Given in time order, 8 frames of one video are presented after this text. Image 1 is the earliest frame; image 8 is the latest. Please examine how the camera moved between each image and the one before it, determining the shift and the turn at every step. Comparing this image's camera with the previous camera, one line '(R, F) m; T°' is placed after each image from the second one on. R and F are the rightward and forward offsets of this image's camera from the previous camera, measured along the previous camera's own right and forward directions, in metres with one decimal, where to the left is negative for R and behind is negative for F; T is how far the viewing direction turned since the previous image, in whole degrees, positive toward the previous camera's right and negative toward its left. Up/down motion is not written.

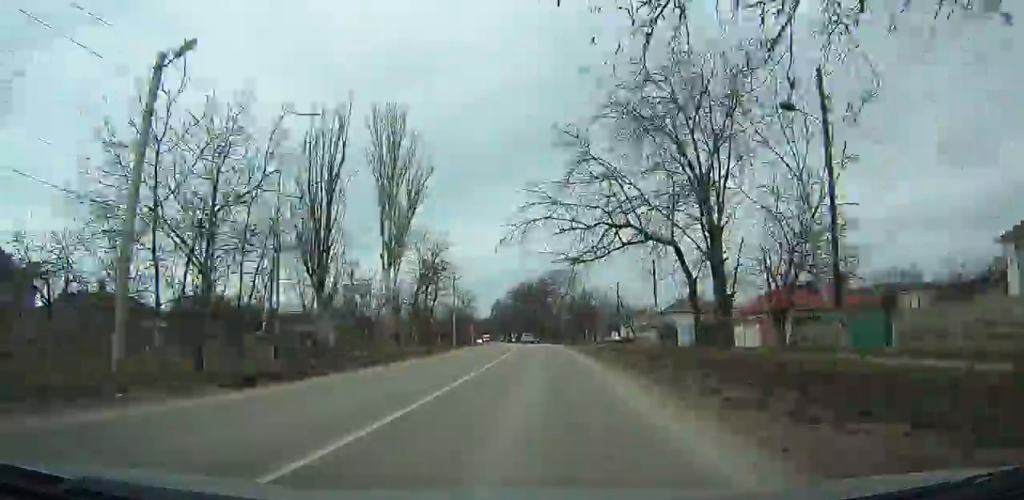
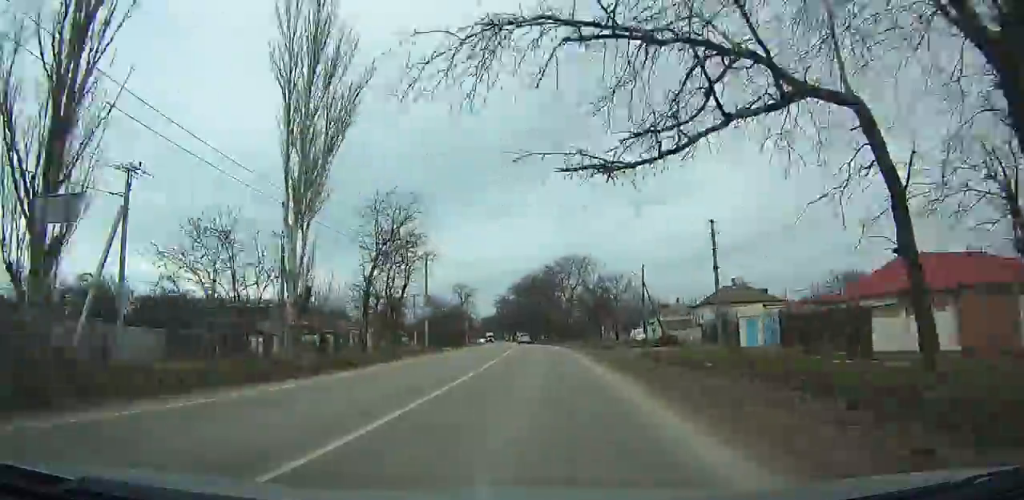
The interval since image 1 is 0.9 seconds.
(-0.2, +17.8) m; -1°
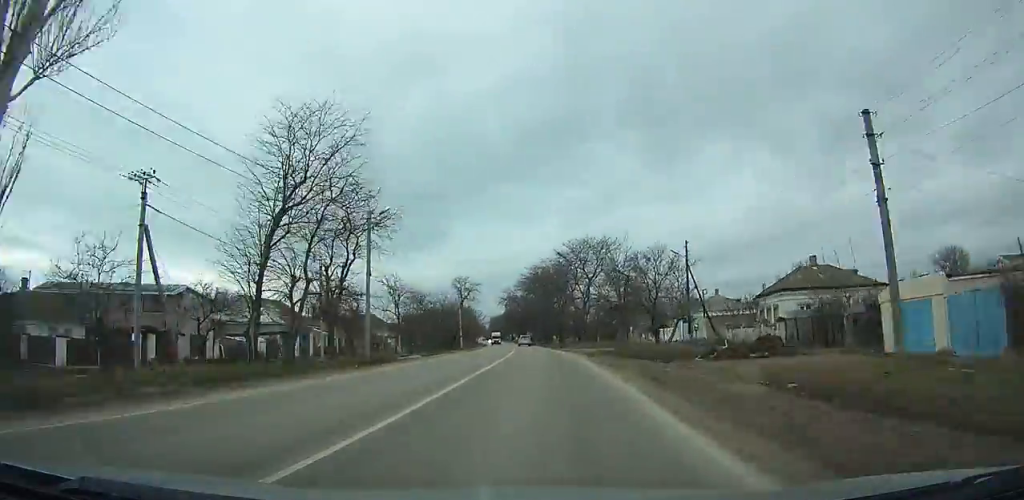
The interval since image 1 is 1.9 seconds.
(-0.3, +17.6) m; -1°
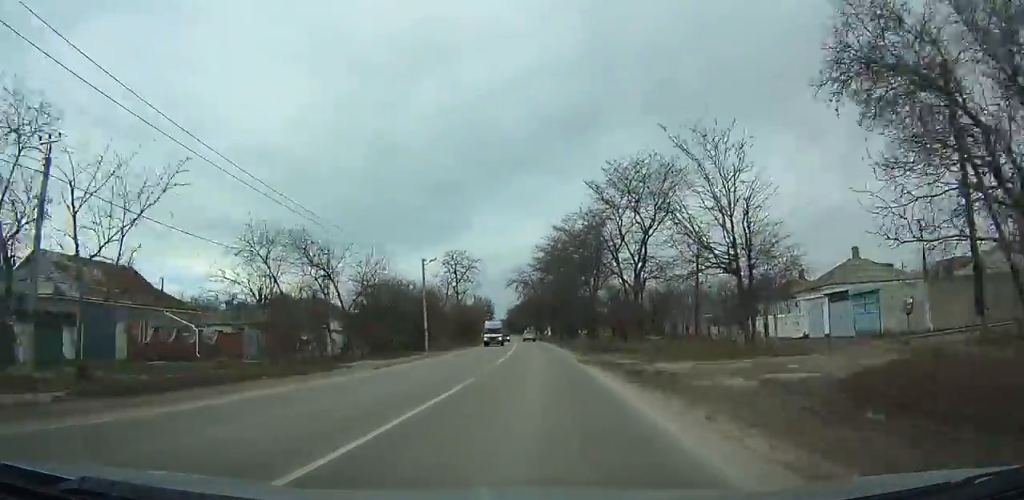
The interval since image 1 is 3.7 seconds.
(-0.5, +33.8) m; -2°
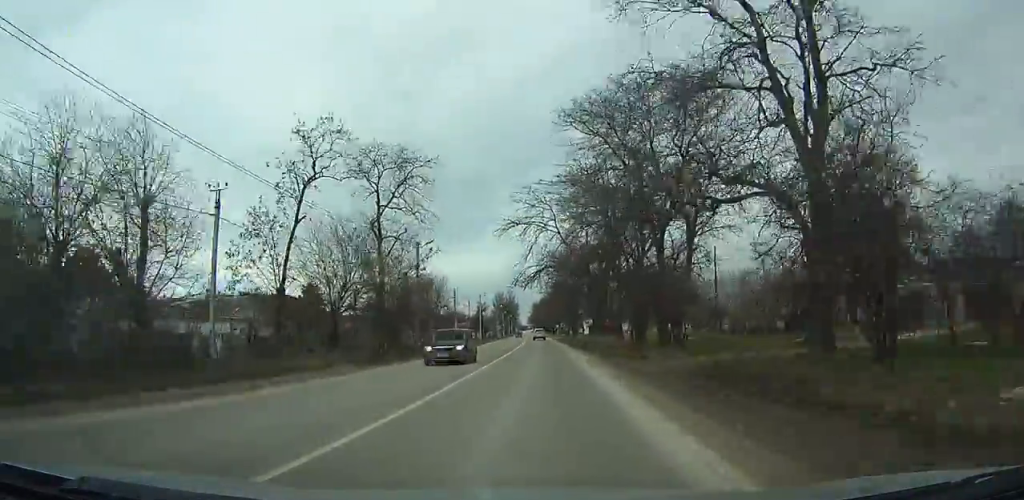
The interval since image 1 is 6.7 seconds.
(-1.5, +56.4) m; -2°
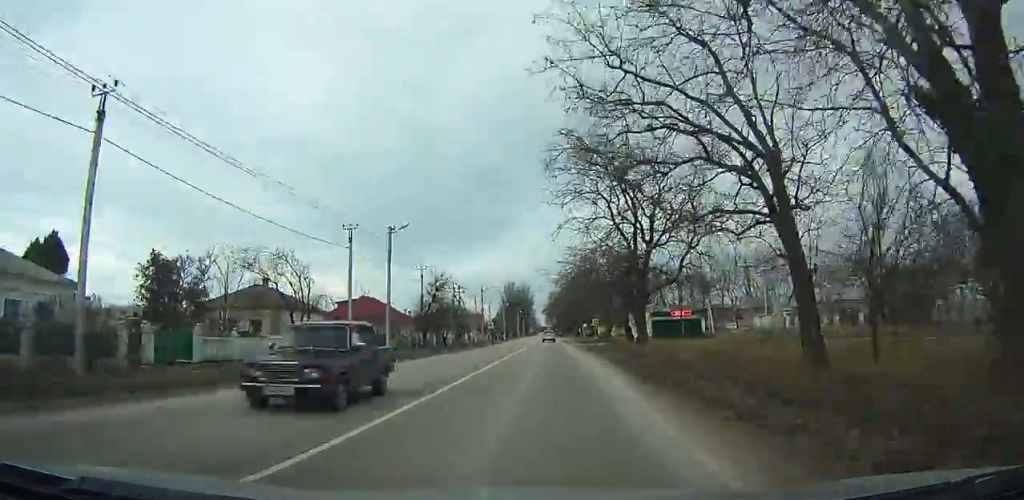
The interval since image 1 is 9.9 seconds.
(-1.0, +60.2) m; -2°
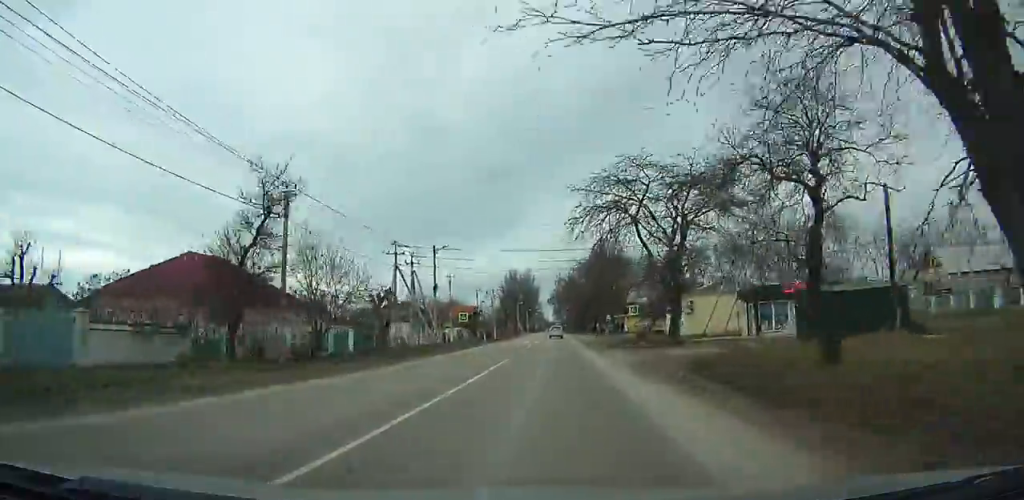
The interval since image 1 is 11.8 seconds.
(-0.4, +36.1) m; -1°
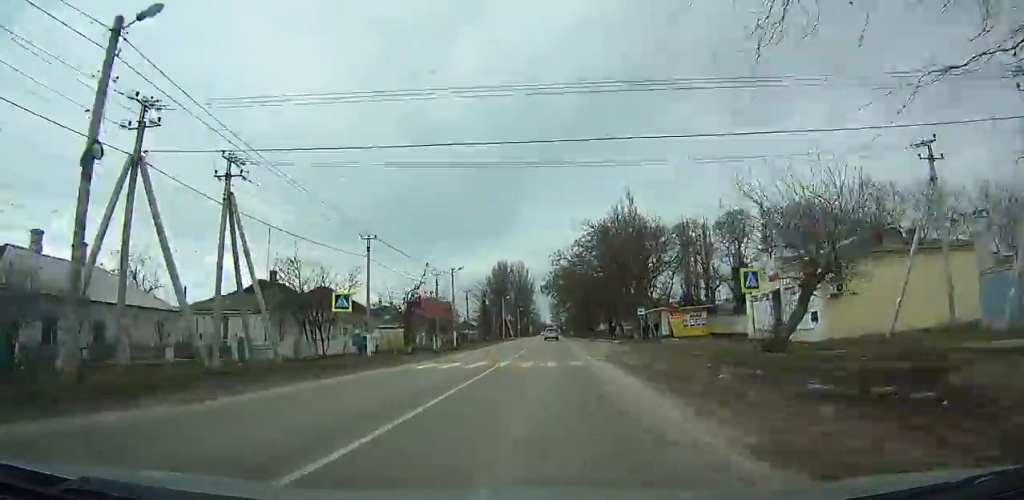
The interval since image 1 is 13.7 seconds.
(-0.1, +34.6) m; 0°
